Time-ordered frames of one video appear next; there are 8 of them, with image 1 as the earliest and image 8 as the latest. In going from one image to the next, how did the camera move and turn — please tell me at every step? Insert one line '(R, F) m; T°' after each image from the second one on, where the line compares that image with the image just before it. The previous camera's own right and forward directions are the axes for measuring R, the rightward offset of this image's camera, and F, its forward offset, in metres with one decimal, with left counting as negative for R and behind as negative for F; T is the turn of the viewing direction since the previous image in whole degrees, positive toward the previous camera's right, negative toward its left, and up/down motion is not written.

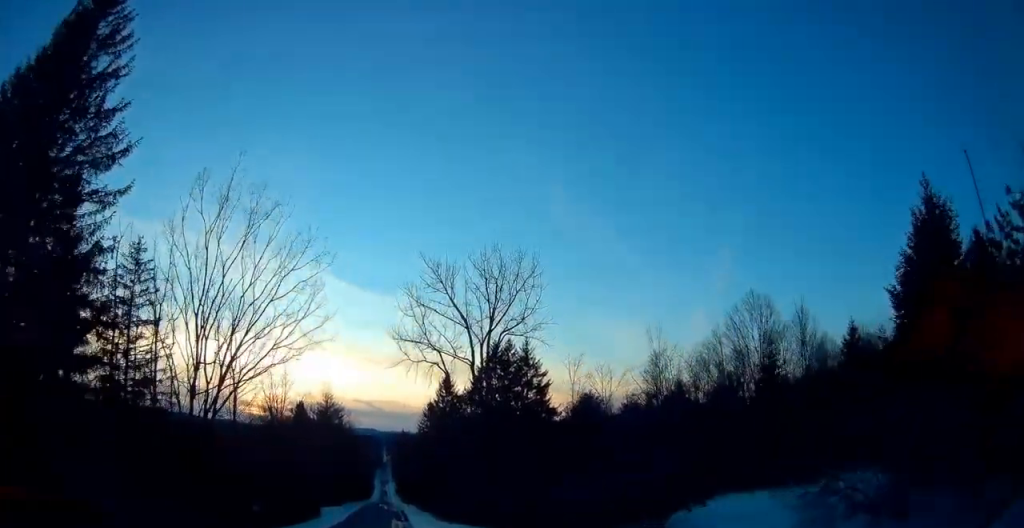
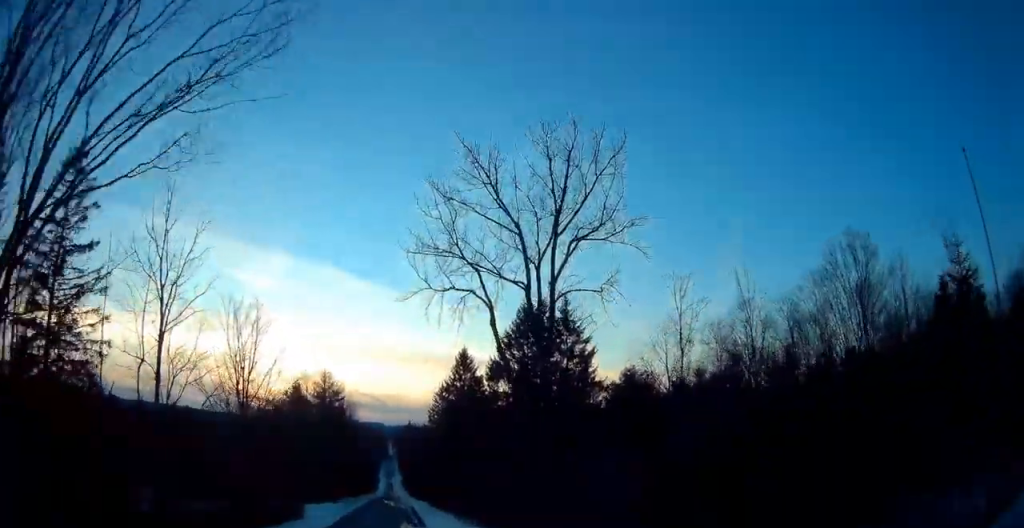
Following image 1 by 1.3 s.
(-0.1, +14.7) m; 0°
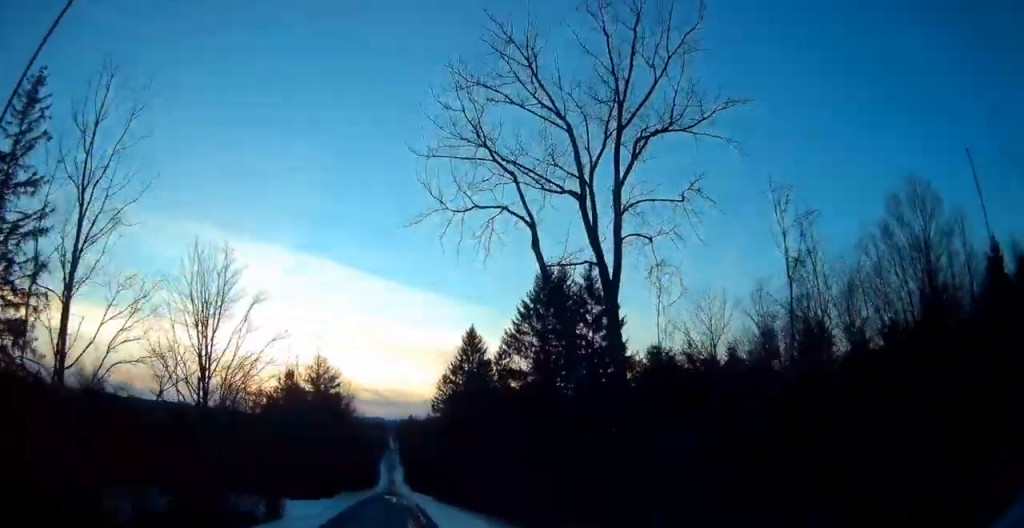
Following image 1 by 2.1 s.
(0.0, +7.9) m; 0°
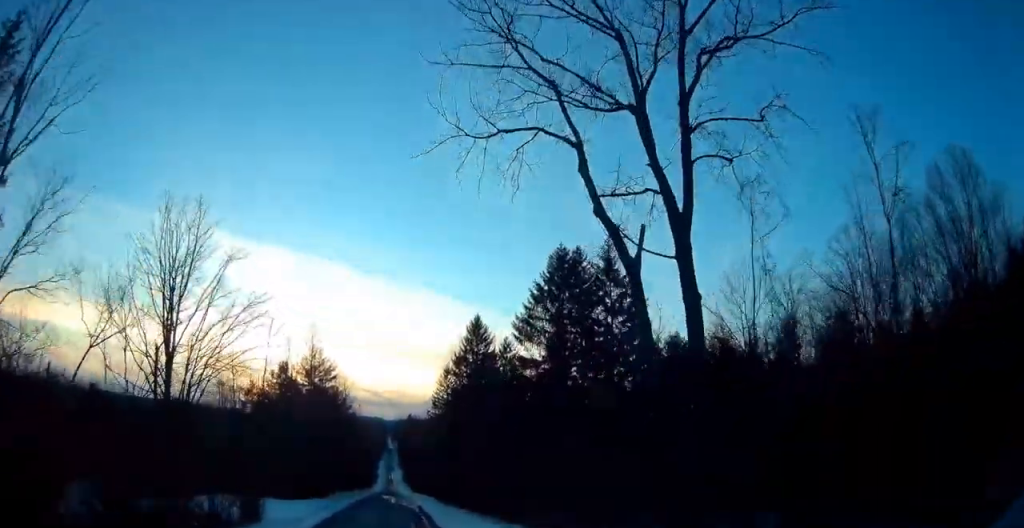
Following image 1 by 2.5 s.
(0.0, +5.0) m; 0°
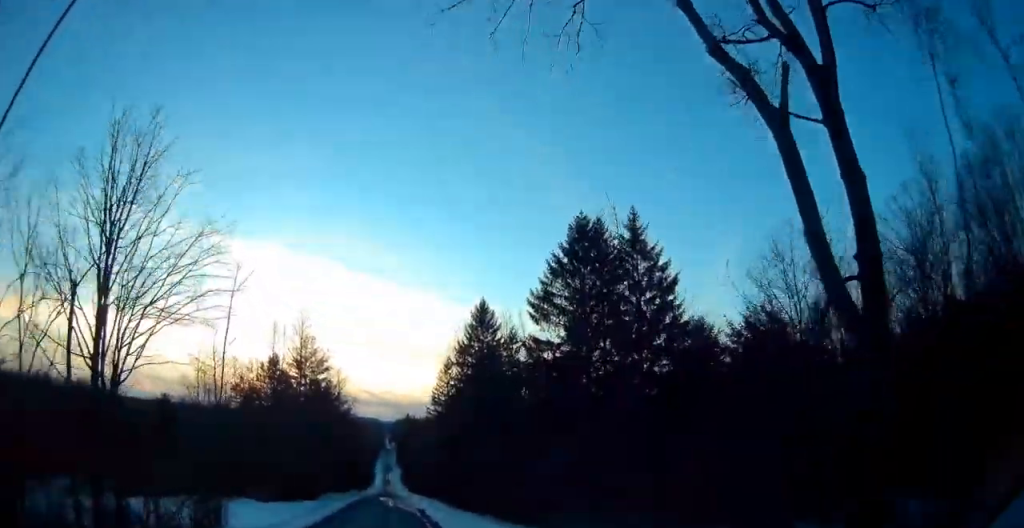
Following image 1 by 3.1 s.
(0.0, +6.4) m; -1°
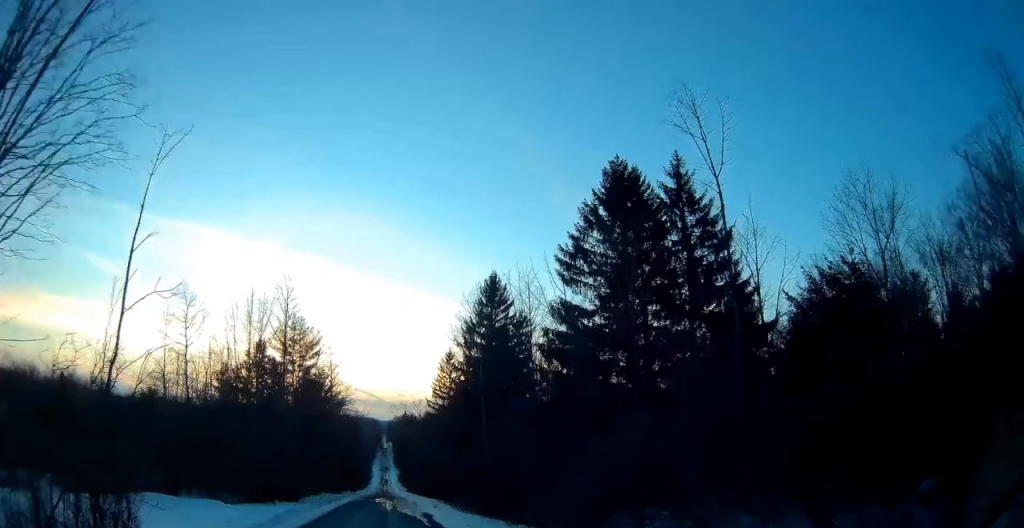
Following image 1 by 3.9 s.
(-0.1, +8.3) m; -1°
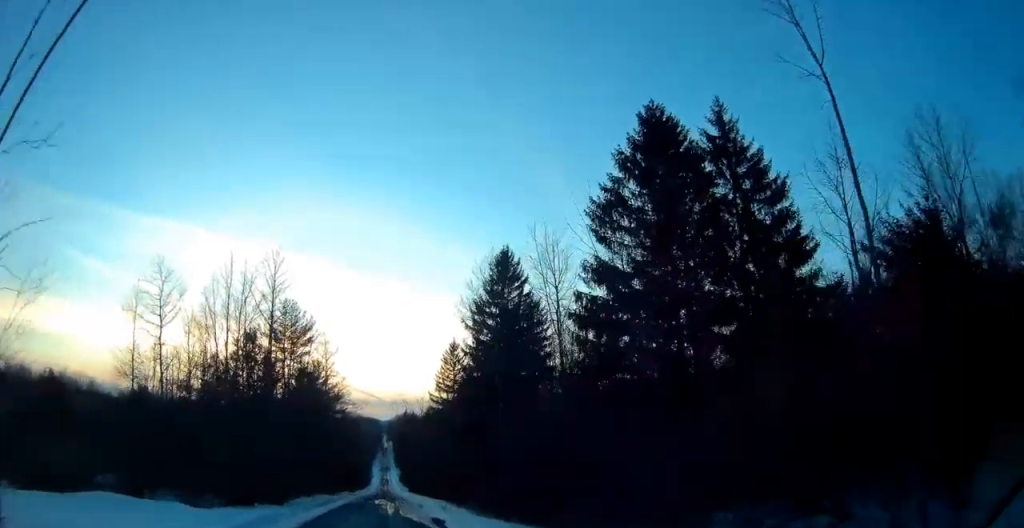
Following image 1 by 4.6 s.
(-0.3, +6.3) m; 0°
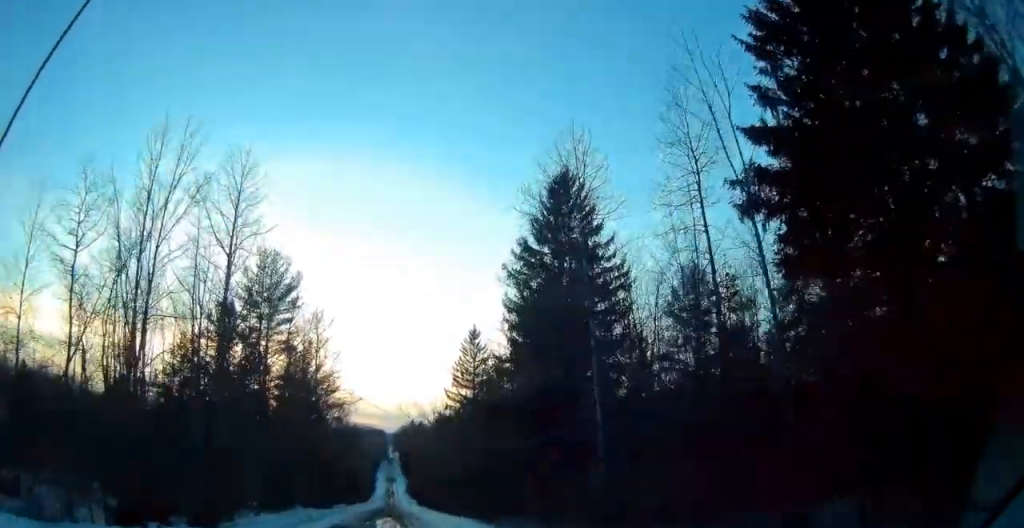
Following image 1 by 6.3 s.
(+0.6, +15.2) m; +3°
